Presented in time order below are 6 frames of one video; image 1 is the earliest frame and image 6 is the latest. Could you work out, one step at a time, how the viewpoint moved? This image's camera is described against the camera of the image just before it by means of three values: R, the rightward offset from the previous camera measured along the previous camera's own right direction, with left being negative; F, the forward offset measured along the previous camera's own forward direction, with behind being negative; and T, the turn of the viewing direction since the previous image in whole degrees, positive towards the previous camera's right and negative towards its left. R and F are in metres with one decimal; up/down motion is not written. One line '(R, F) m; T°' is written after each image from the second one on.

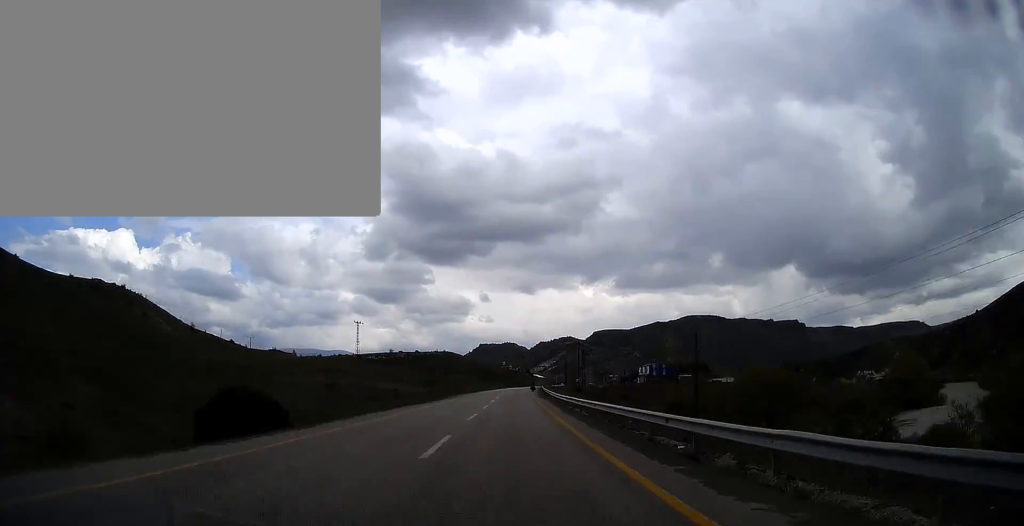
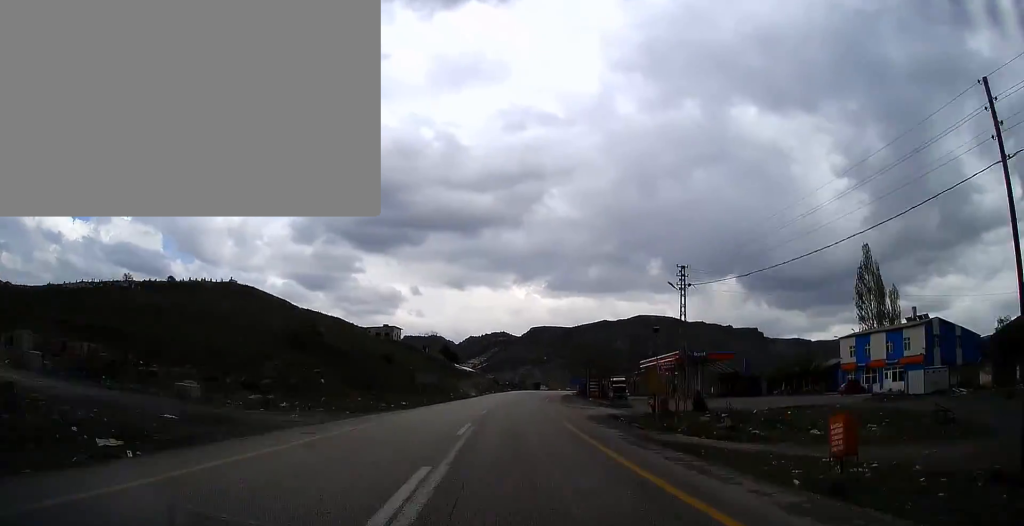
(+11.0, +207.2) m; +8°
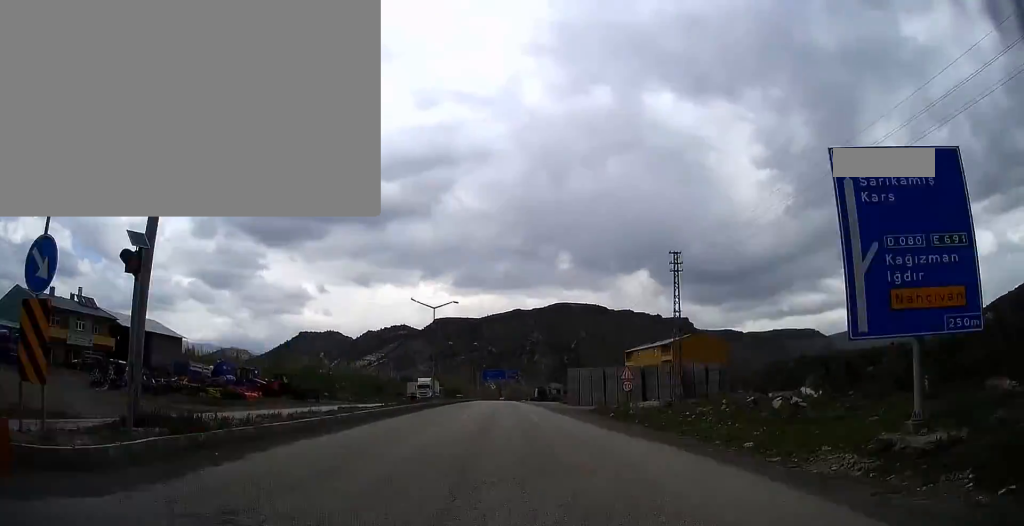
(+14.5, +194.2) m; +6°
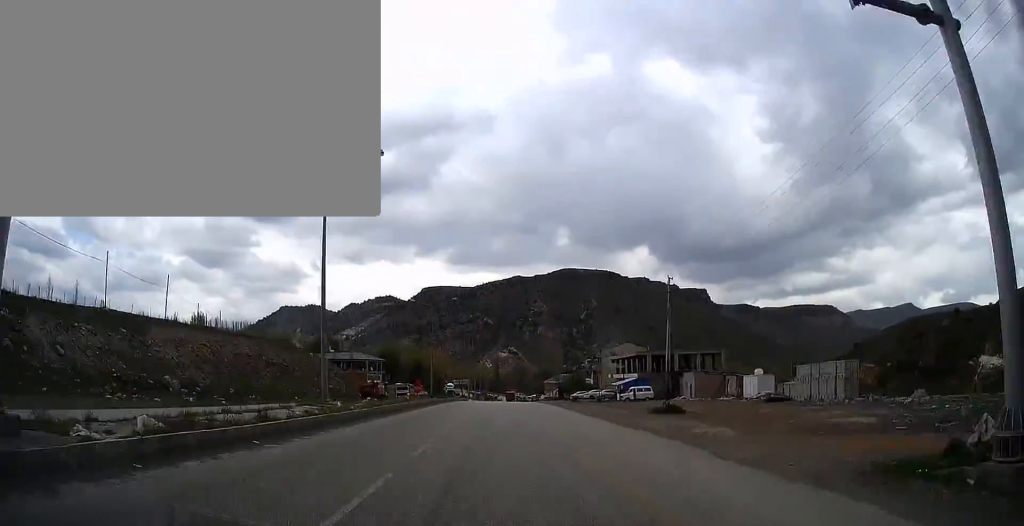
(-0.4, +162.4) m; -1°
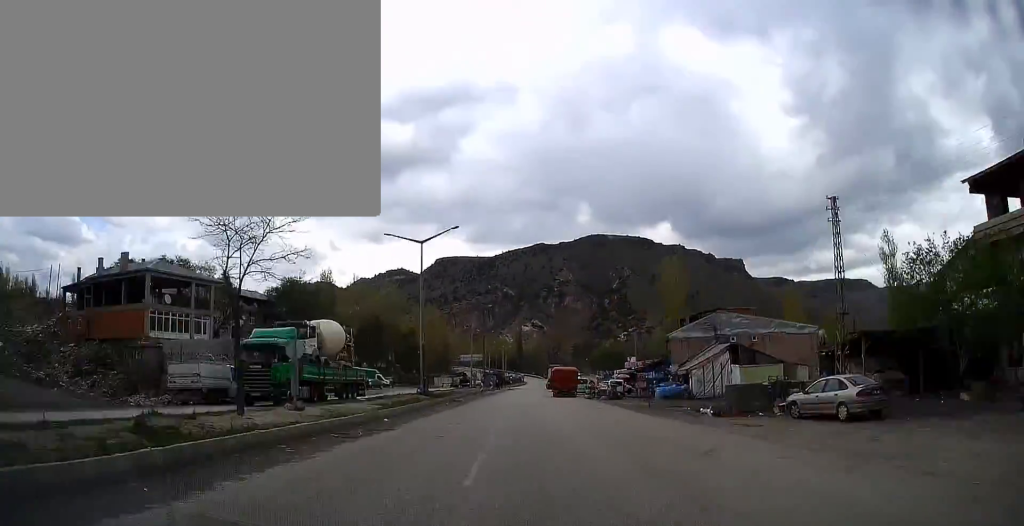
(-1.0, +98.6) m; 0°
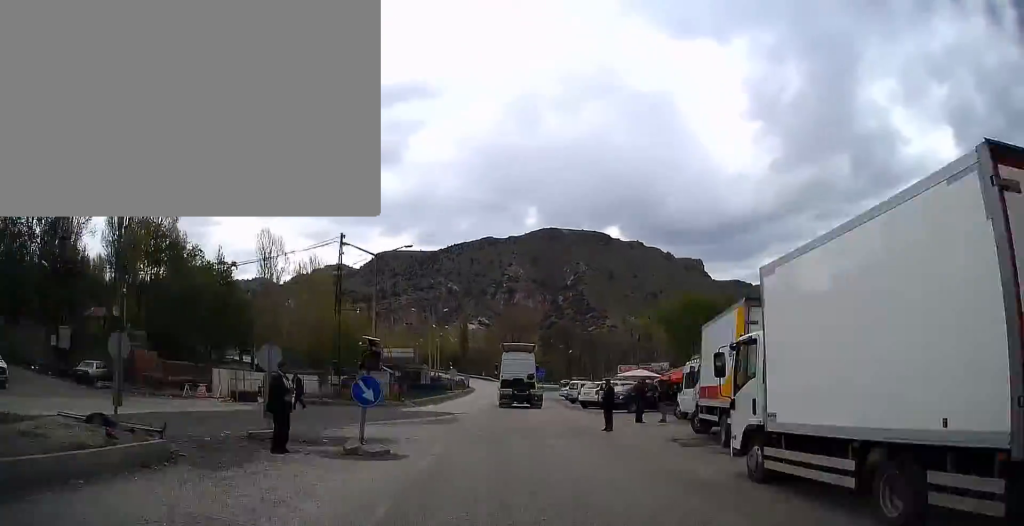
(+1.7, +83.1) m; +1°
